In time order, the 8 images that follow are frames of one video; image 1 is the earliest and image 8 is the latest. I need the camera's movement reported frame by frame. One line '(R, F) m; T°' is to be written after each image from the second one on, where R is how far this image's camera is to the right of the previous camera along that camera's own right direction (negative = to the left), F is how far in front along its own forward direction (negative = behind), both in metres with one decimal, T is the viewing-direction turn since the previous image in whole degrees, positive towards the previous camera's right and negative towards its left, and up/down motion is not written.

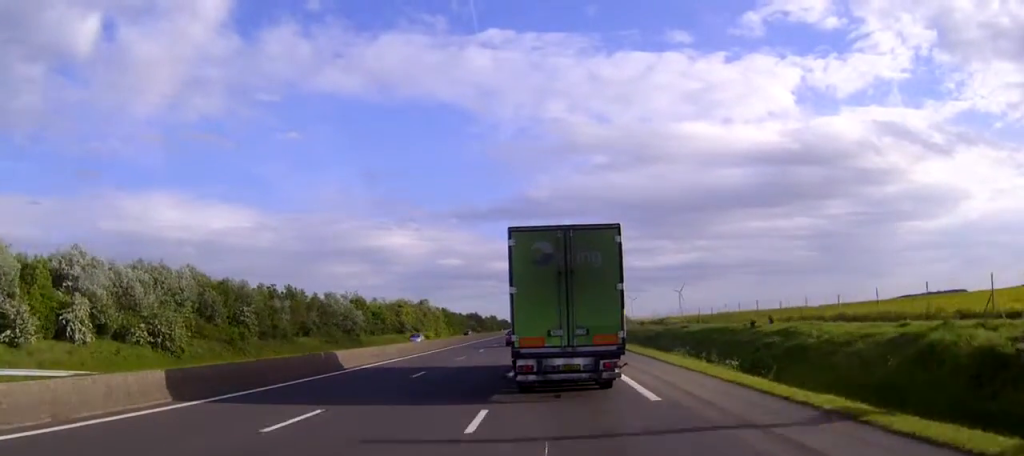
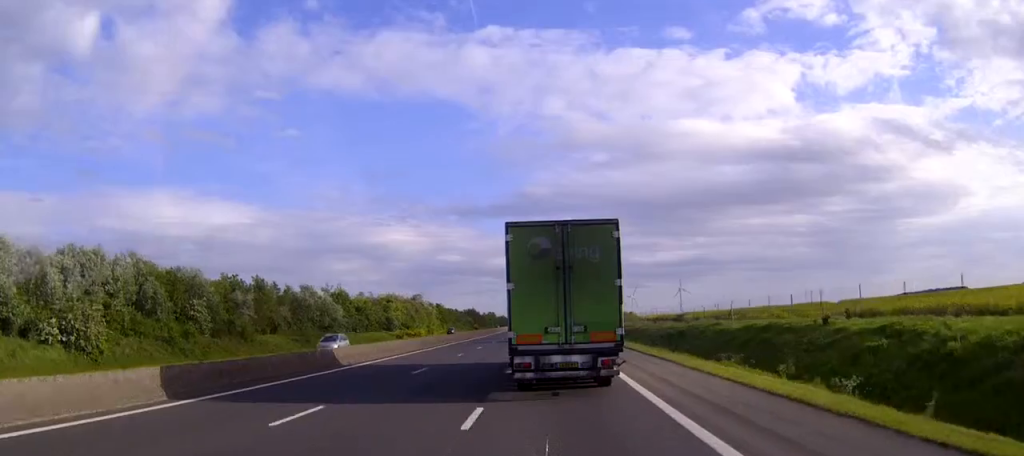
(0.0, +13.1) m; 0°
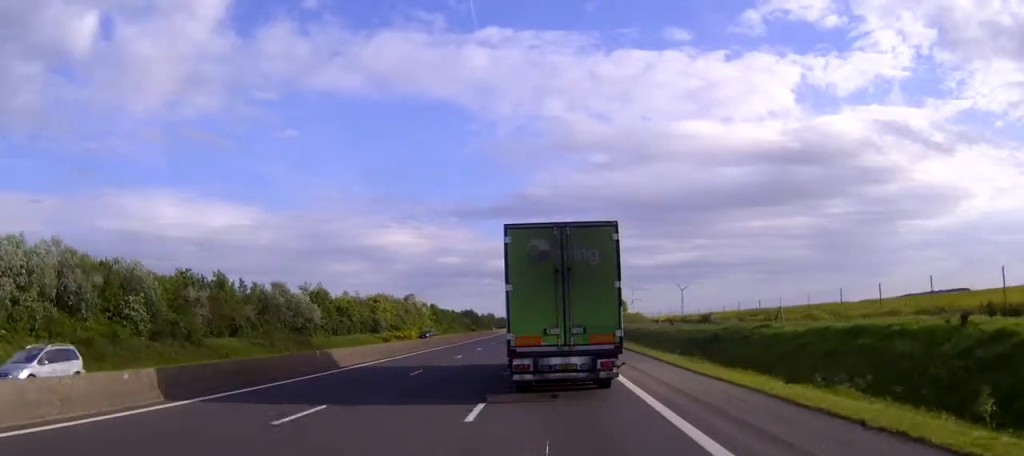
(0.0, +12.9) m; 0°
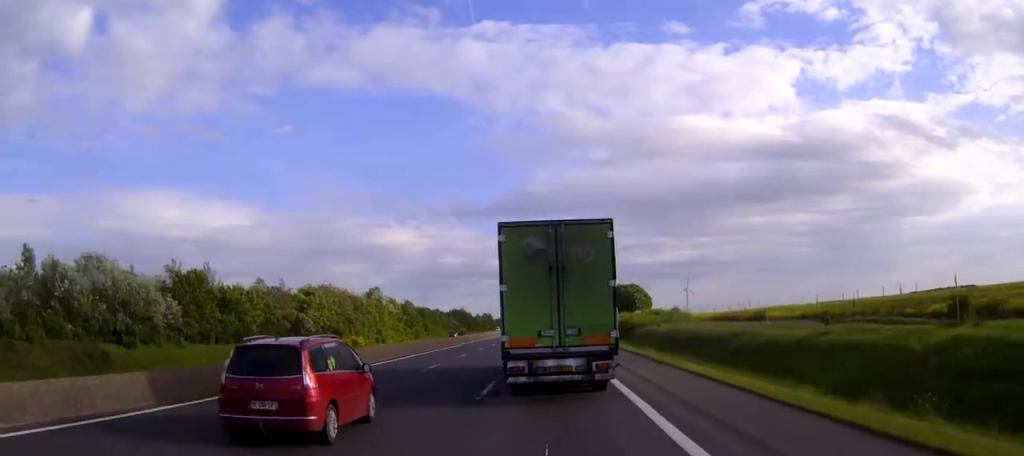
(+0.1, +47.8) m; 0°
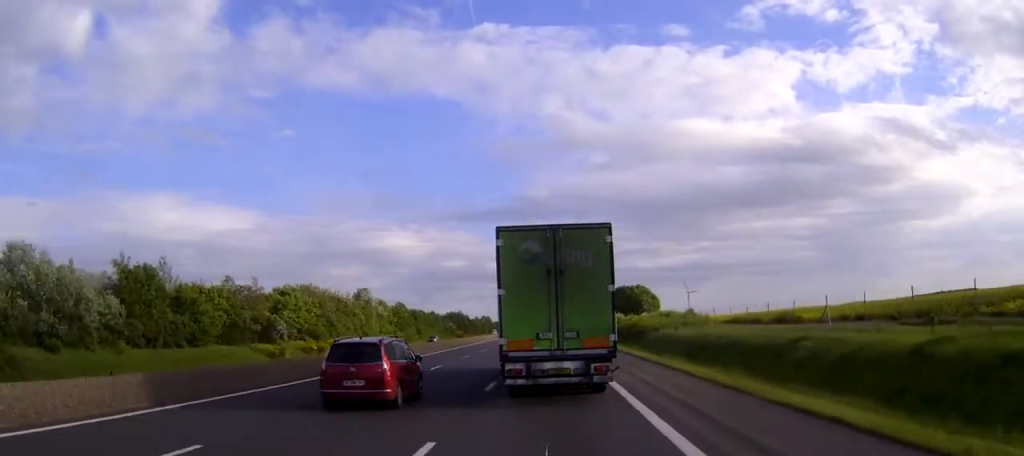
(0.0, +11.4) m; 0°
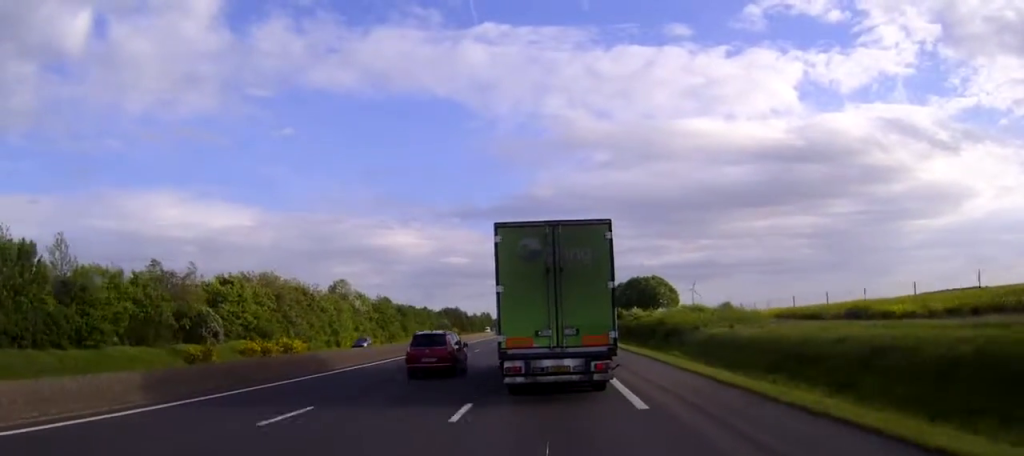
(0.0, +20.4) m; -1°
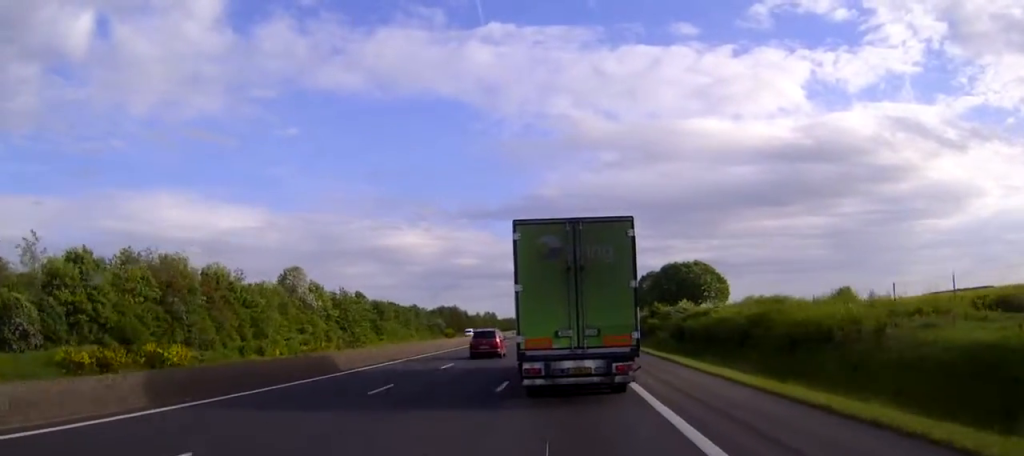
(-0.3, +32.9) m; -1°
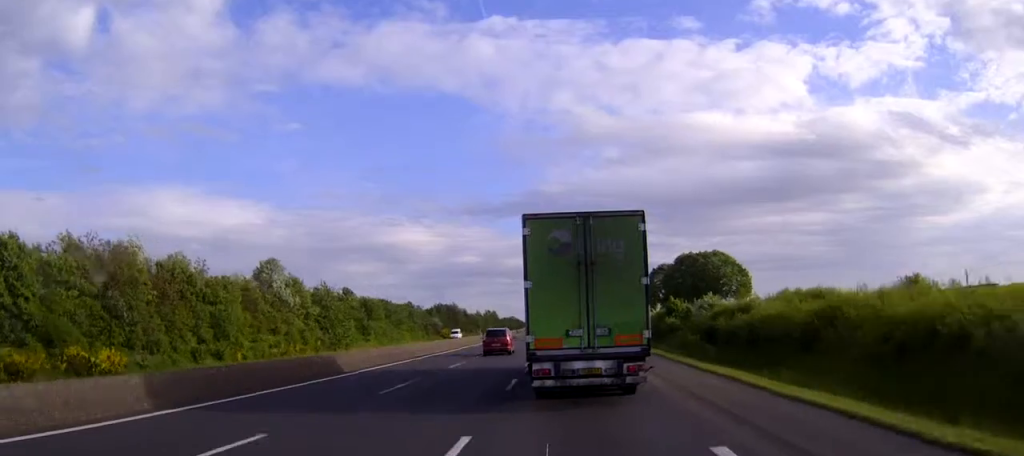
(0.0, +10.7) m; 0°
